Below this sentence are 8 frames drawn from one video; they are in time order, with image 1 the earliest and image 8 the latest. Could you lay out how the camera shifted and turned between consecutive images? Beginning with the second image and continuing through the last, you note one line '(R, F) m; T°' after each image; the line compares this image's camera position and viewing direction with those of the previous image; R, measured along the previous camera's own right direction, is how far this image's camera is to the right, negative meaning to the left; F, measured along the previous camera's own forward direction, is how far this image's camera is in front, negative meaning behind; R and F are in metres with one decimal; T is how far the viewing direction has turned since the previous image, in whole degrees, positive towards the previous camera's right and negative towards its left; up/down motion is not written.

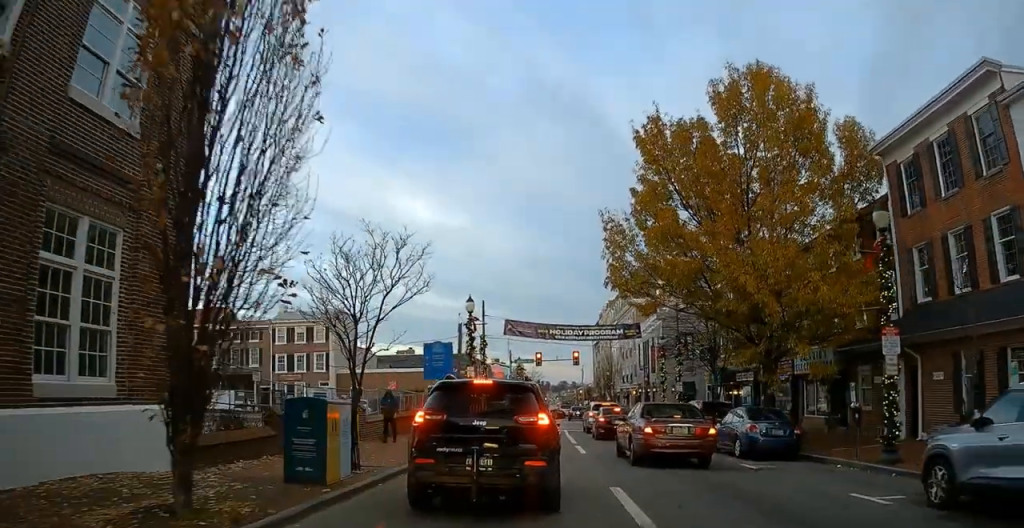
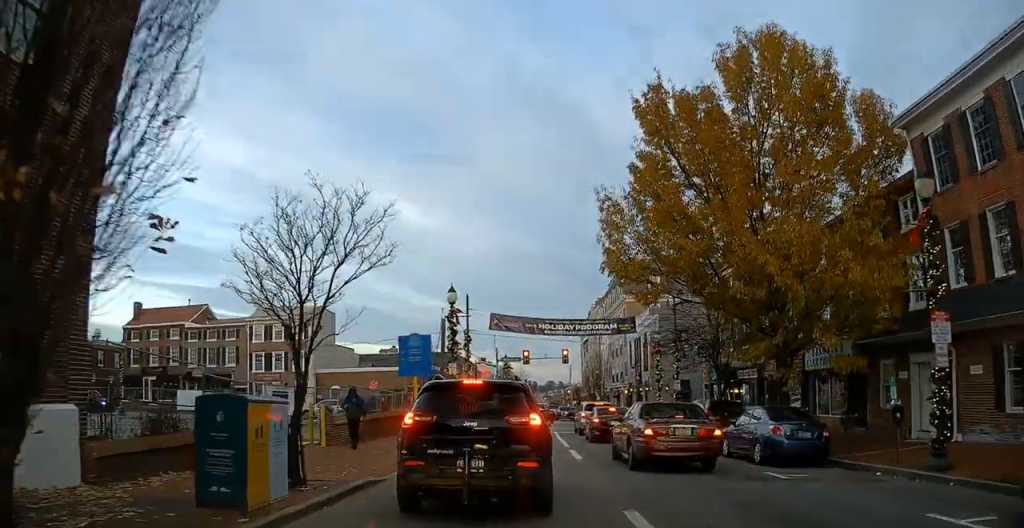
(-0.1, +3.3) m; +1°
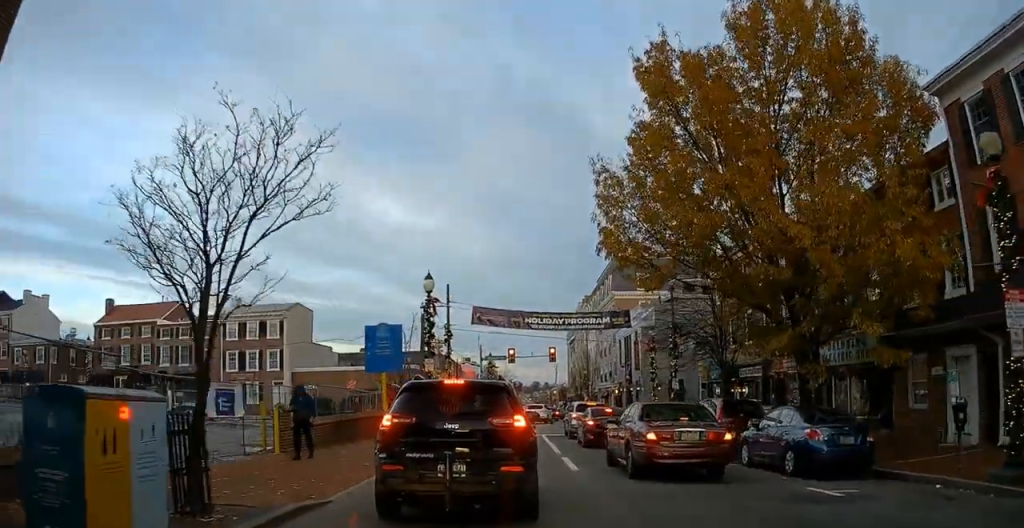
(+0.1, +3.4) m; +3°
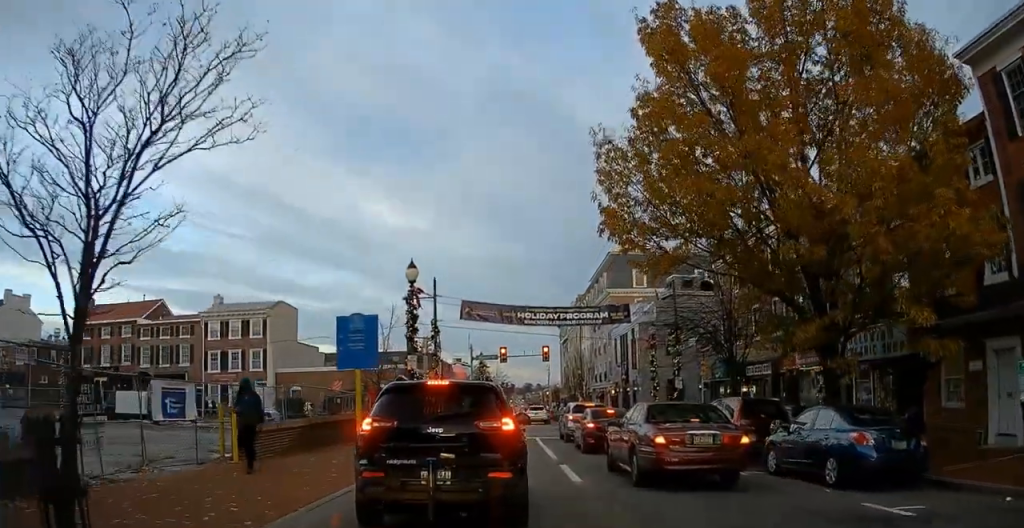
(+0.1, +3.0) m; +2°
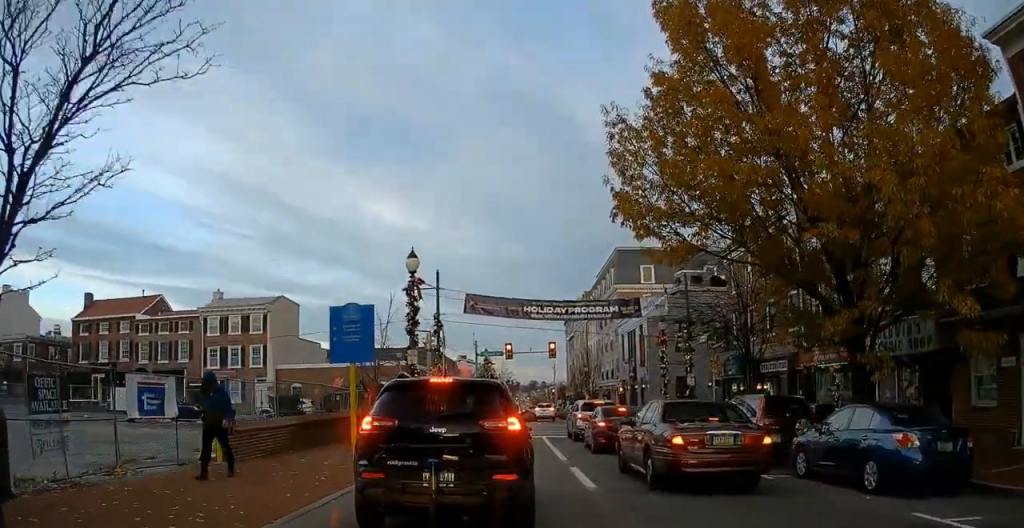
(+0.1, +1.8) m; 0°
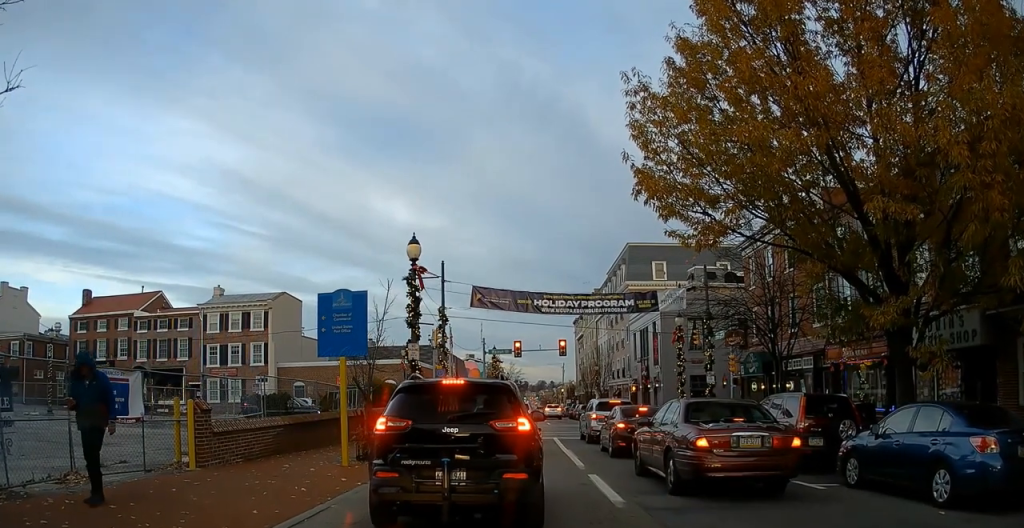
(-0.1, +4.0) m; -2°
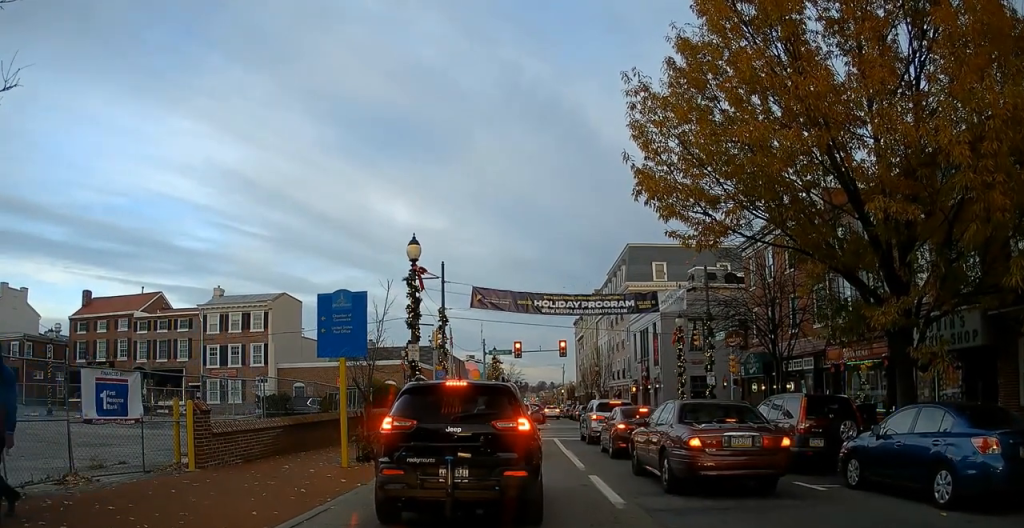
(-0.4, +0.7) m; 0°
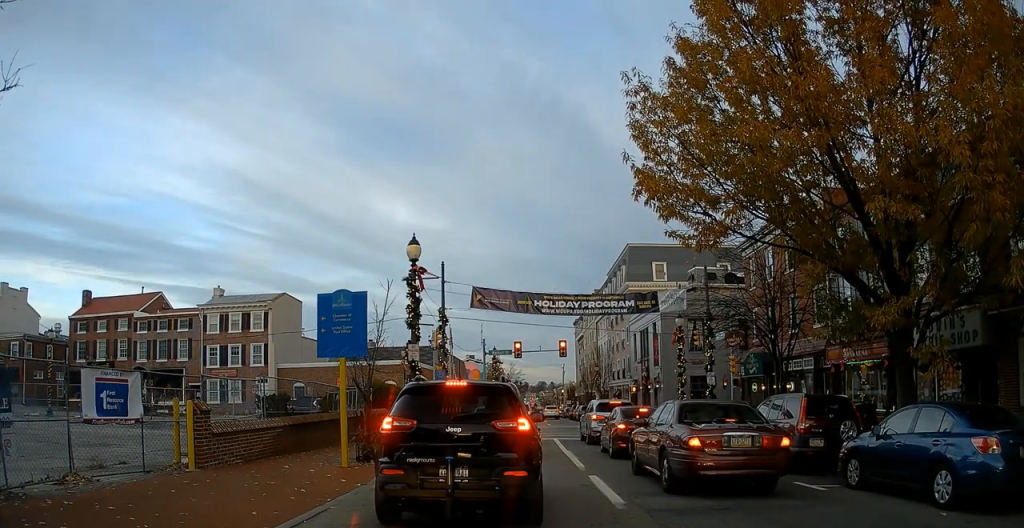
(0.0, 0.0) m; 0°
